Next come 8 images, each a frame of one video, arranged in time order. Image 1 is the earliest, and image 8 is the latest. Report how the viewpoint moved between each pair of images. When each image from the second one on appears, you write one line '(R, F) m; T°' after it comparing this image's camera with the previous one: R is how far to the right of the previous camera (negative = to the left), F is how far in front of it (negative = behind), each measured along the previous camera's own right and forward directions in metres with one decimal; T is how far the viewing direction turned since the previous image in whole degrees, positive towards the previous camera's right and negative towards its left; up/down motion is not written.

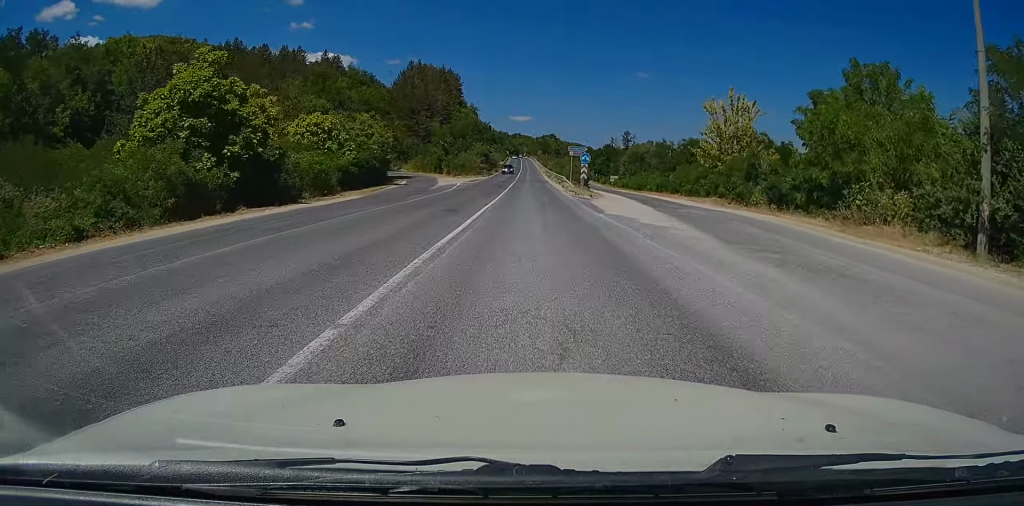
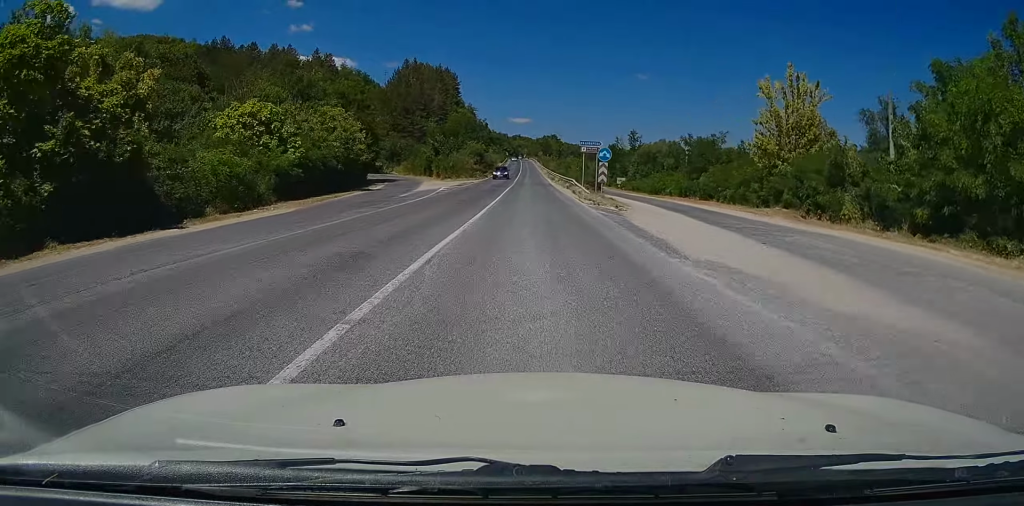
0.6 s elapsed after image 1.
(0.0, +11.2) m; -1°
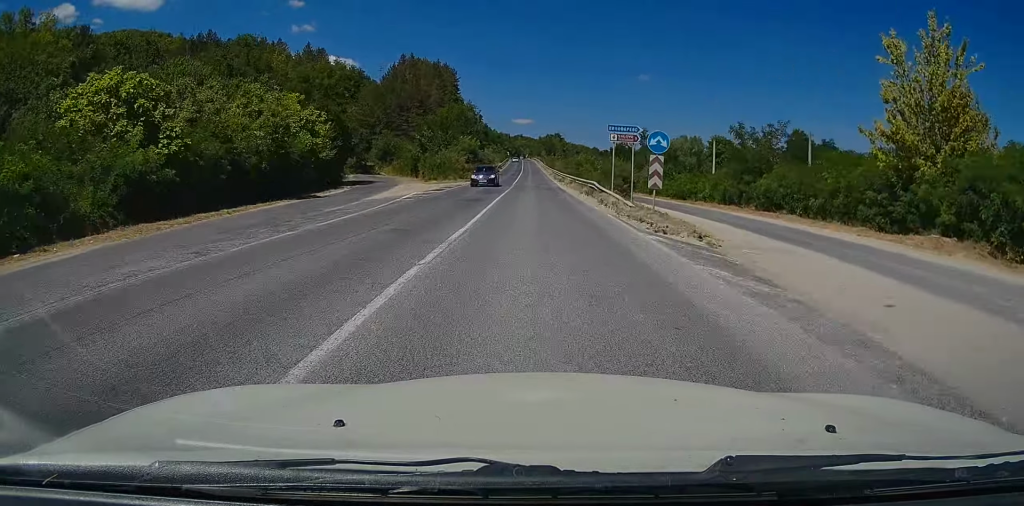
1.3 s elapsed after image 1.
(0.0, +13.2) m; 0°
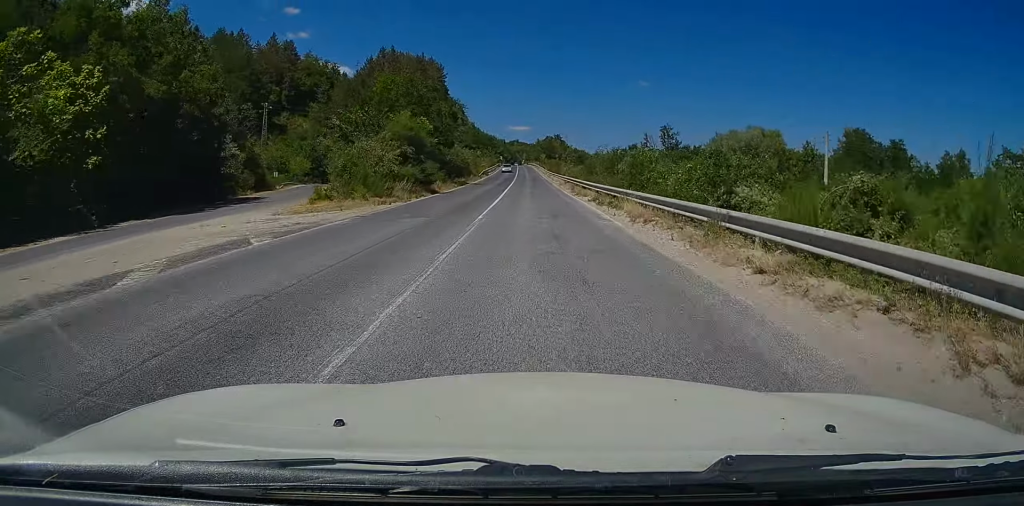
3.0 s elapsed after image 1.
(+0.3, +32.9) m; +1°
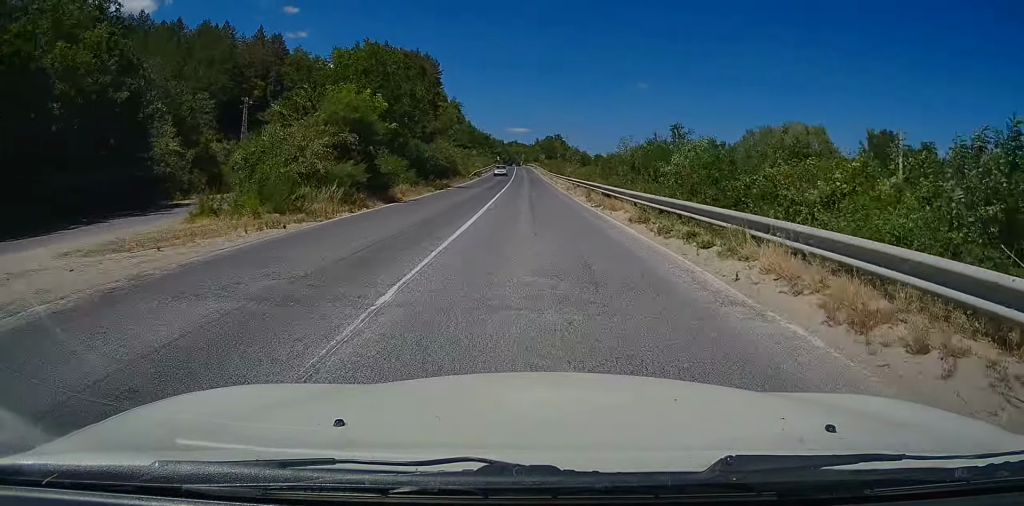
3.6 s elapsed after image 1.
(0.0, +11.4) m; 0°
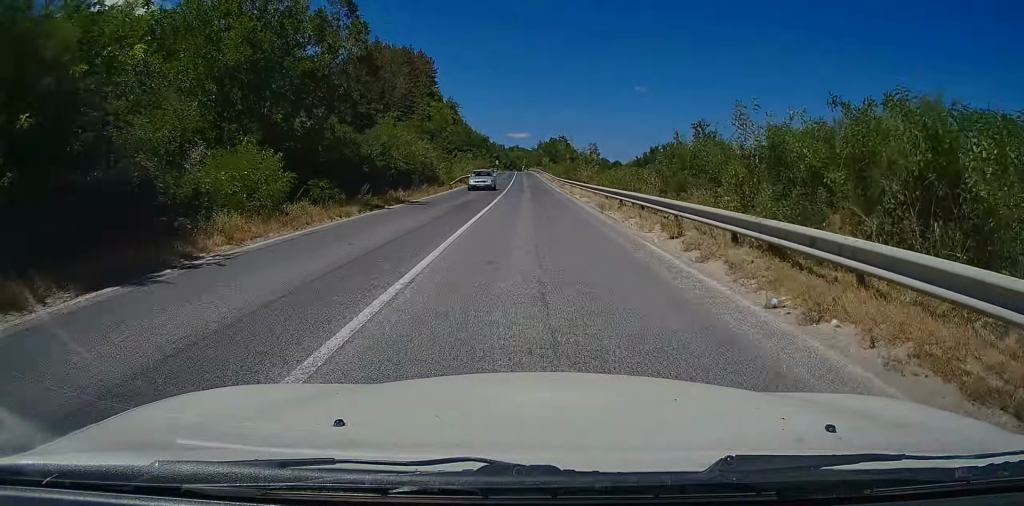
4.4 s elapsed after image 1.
(0.0, +17.6) m; 0°
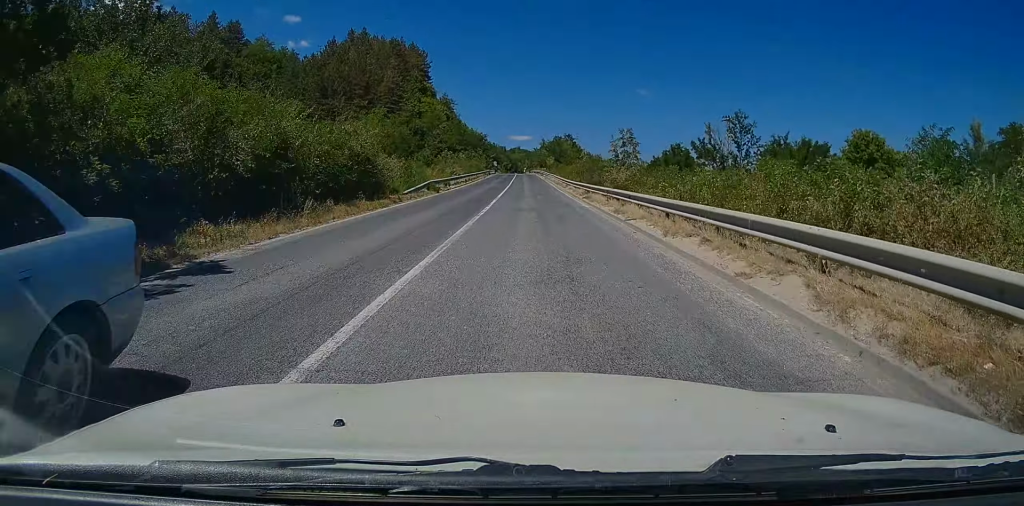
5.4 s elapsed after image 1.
(0.0, +19.3) m; 0°
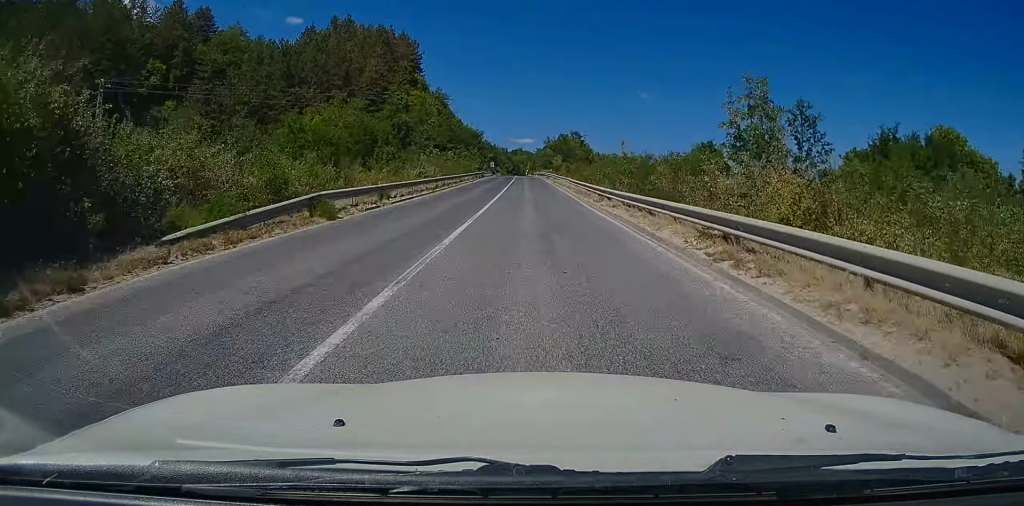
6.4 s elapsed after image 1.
(-0.2, +20.8) m; -1°
